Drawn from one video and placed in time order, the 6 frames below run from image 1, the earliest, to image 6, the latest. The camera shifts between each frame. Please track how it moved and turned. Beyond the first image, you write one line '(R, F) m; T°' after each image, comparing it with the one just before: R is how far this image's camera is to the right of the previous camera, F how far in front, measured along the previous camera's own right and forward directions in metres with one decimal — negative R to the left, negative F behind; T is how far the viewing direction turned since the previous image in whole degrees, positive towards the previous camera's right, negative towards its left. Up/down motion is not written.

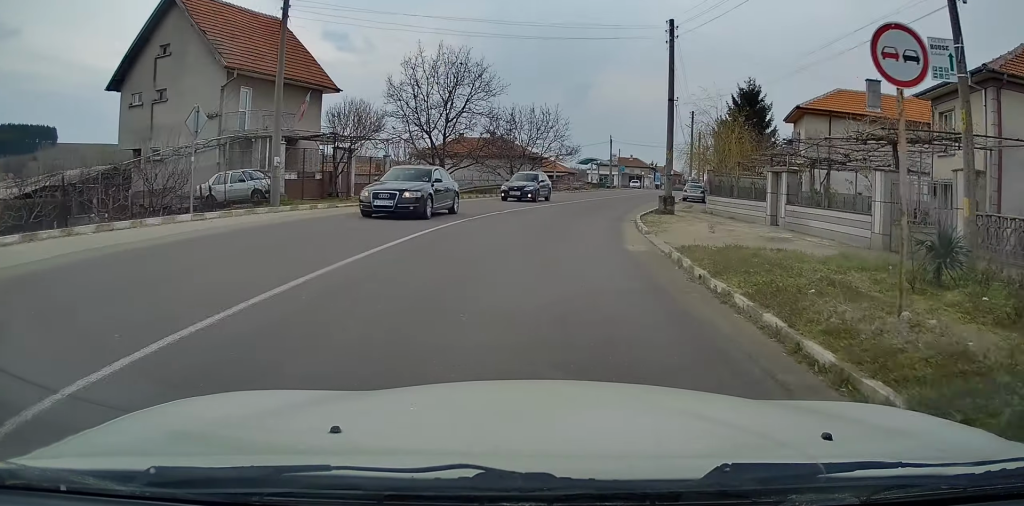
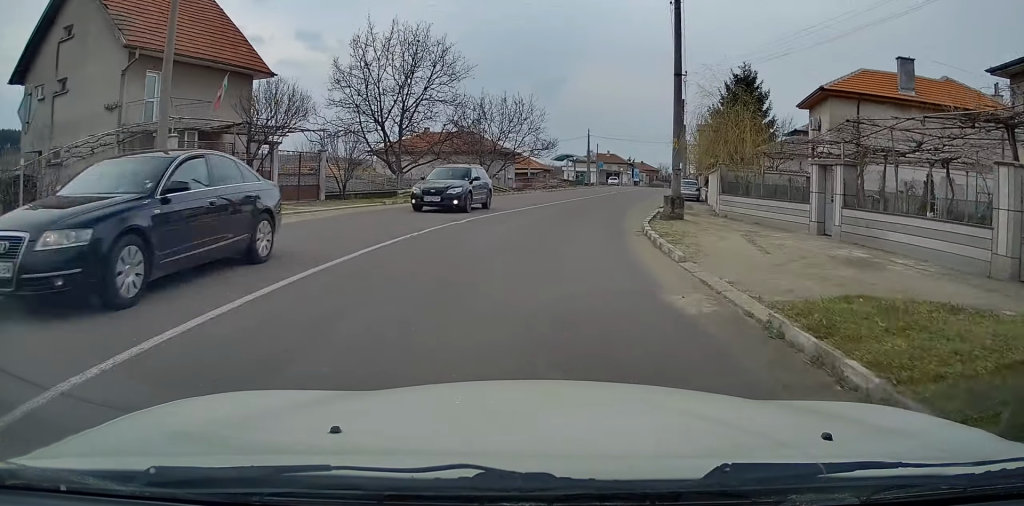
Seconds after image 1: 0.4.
(-0.1, +5.8) m; +3°
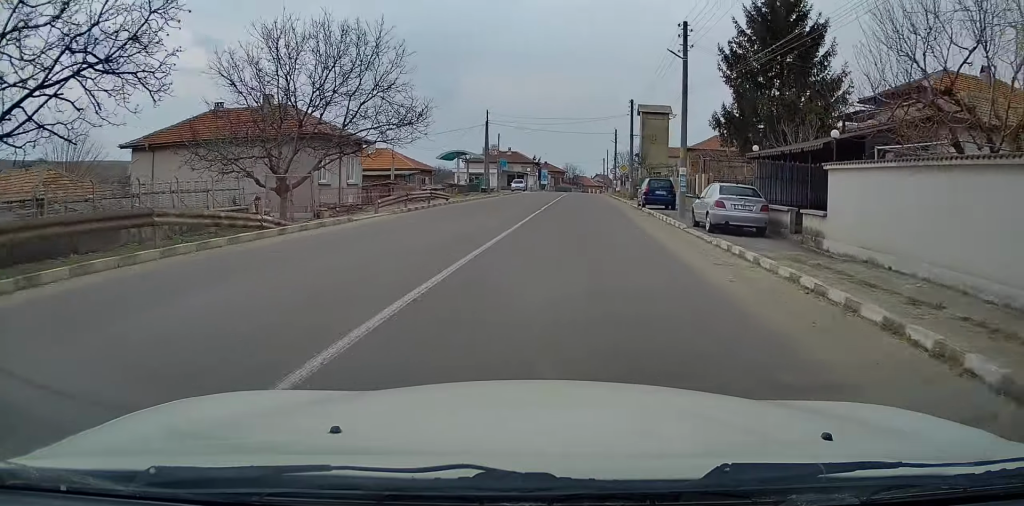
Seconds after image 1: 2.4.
(+3.0, +25.3) m; +12°
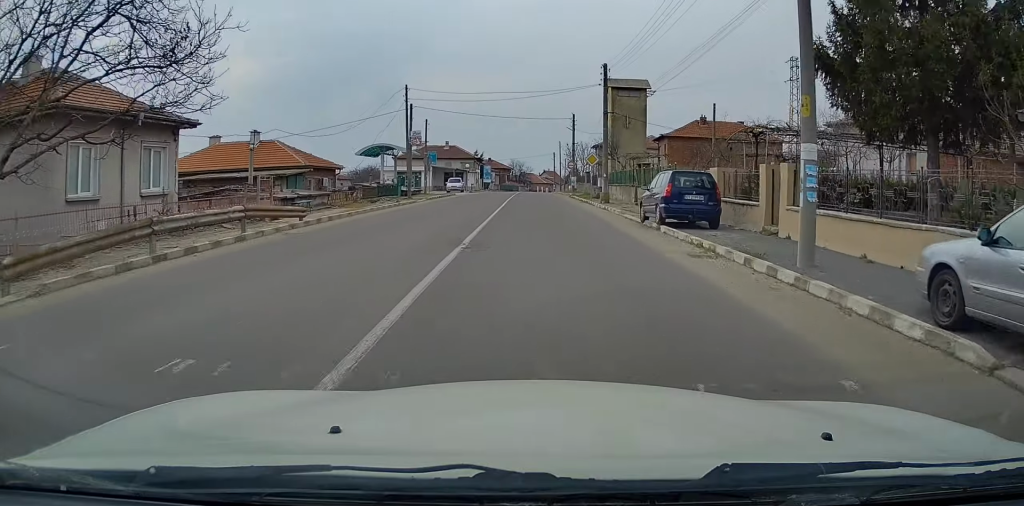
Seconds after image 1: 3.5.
(+0.6, +14.7) m; +4°
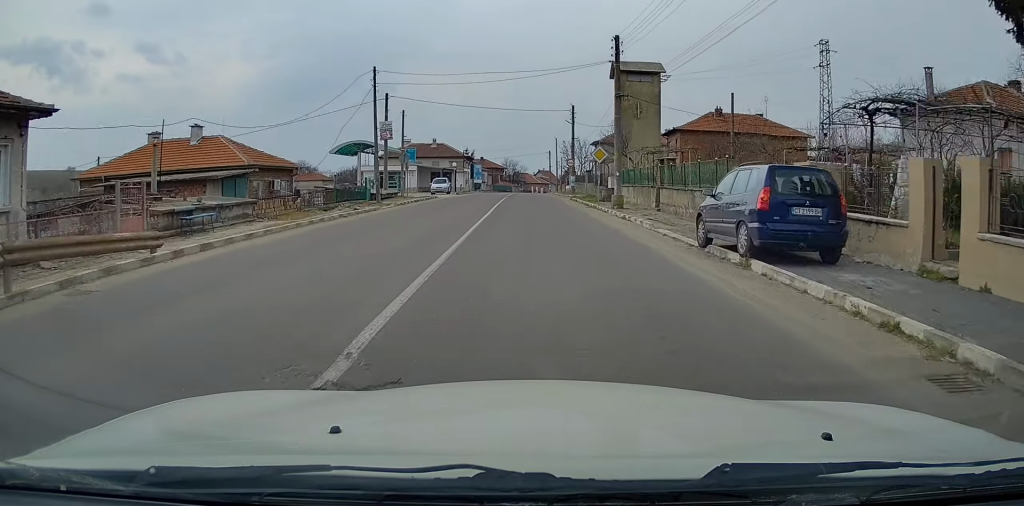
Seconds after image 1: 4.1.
(+0.2, +7.3) m; 0°
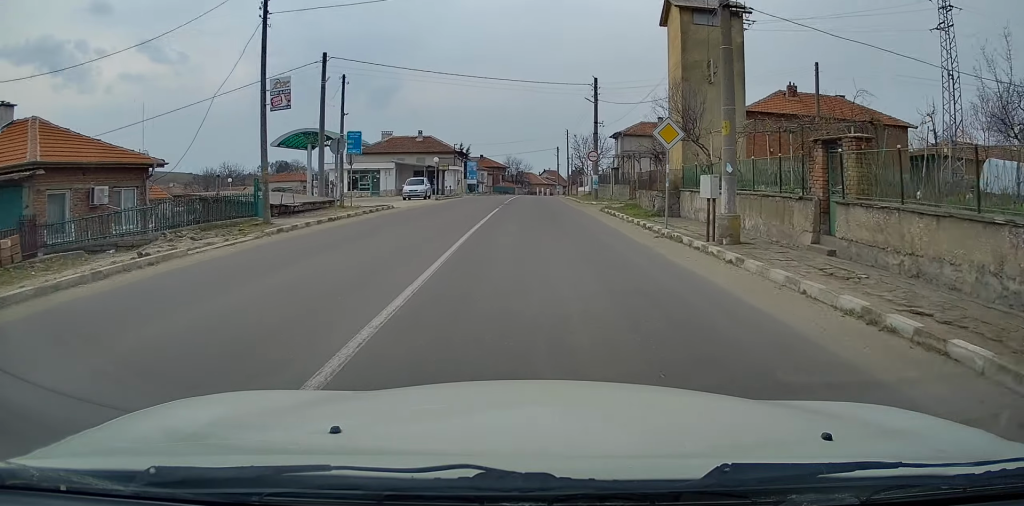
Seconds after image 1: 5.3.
(0.0, +15.8) m; -1°
